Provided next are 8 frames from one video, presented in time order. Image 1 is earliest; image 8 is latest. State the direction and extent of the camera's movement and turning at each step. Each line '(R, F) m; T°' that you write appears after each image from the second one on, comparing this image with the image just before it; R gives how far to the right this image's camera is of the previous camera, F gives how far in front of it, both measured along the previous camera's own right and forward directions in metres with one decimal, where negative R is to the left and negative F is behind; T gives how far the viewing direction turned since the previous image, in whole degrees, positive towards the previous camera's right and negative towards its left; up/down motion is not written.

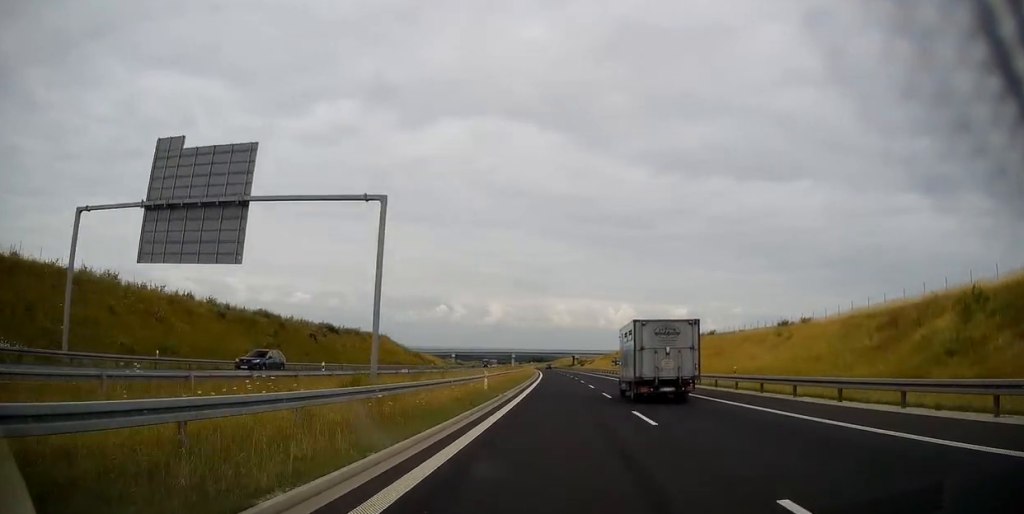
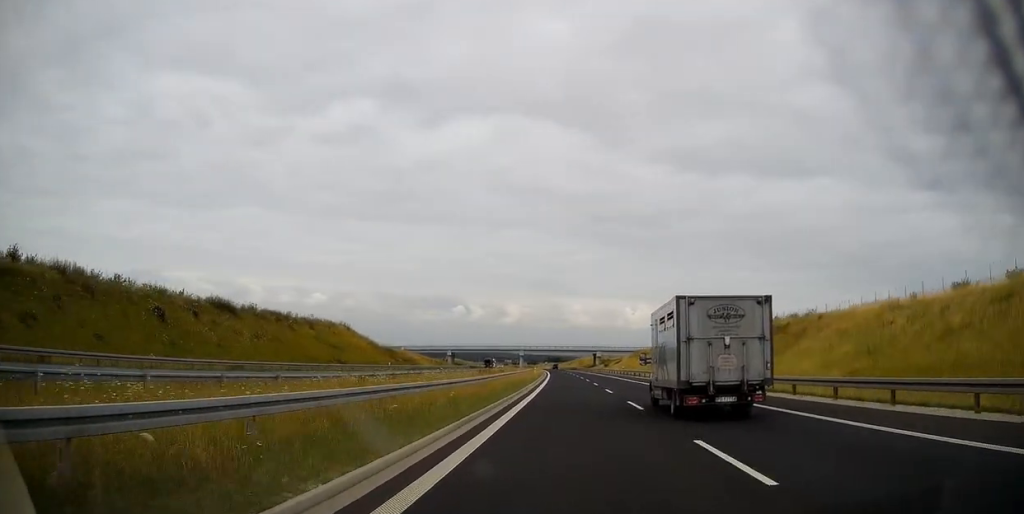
(-0.4, +42.8) m; -1°
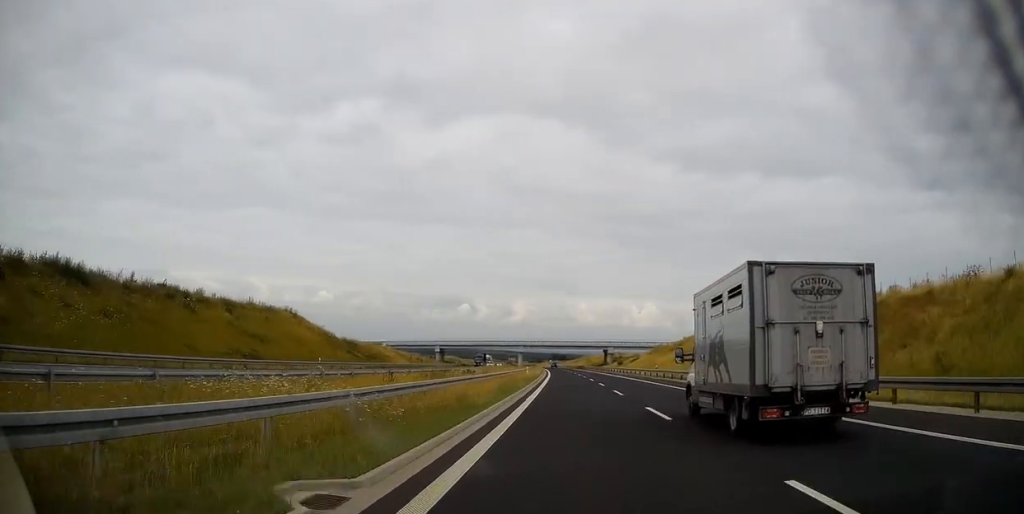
(-0.3, +27.8) m; 0°
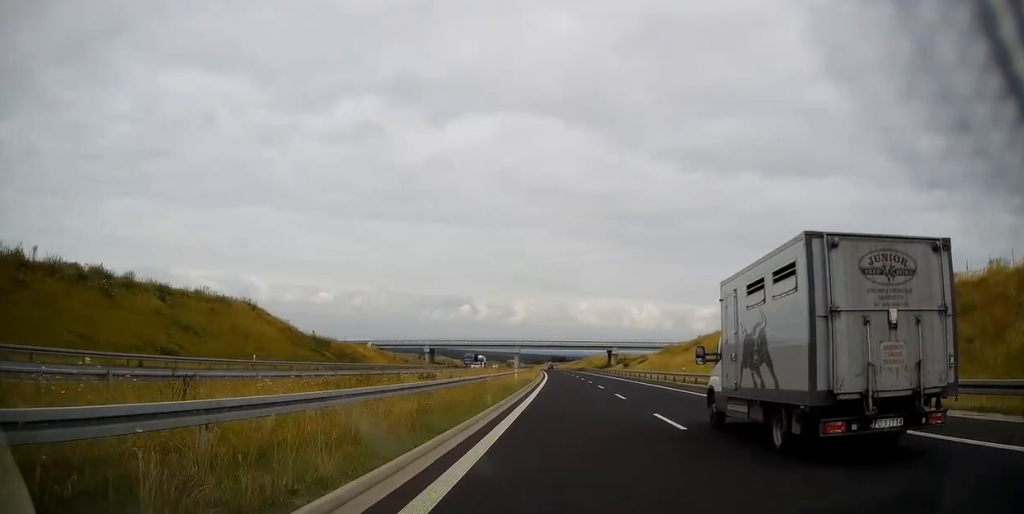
(0.0, +13.9) m; 0°
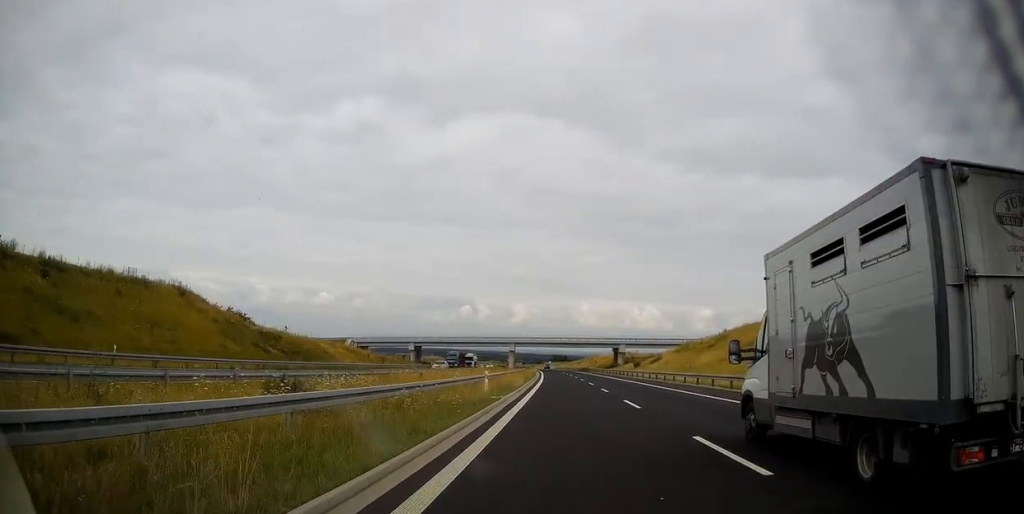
(+0.1, +17.3) m; 0°
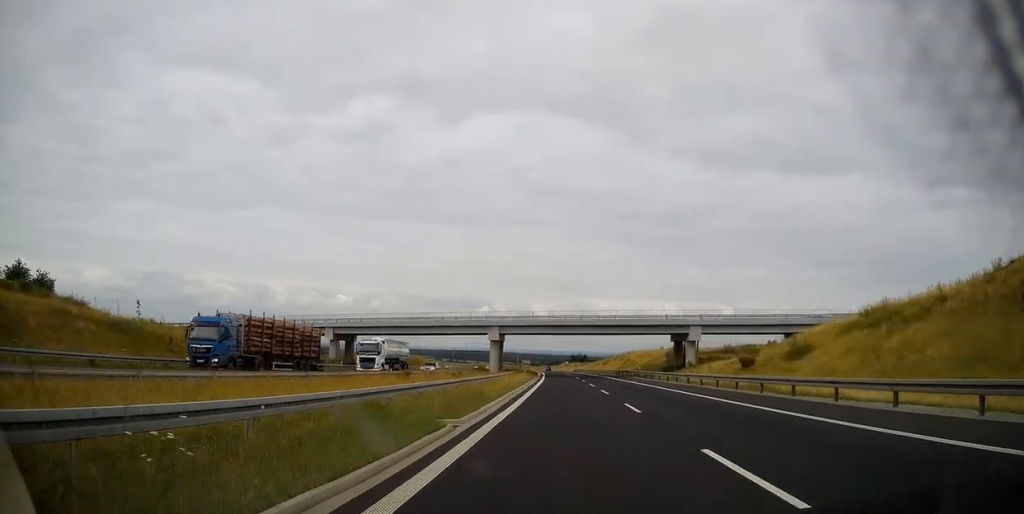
(-0.8, +60.0) m; -1°
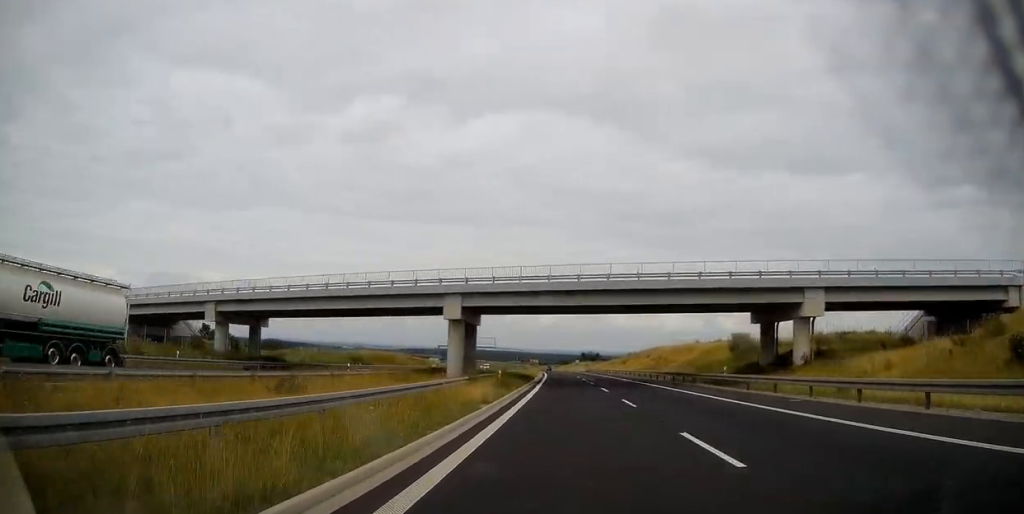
(-0.3, +33.3) m; -1°
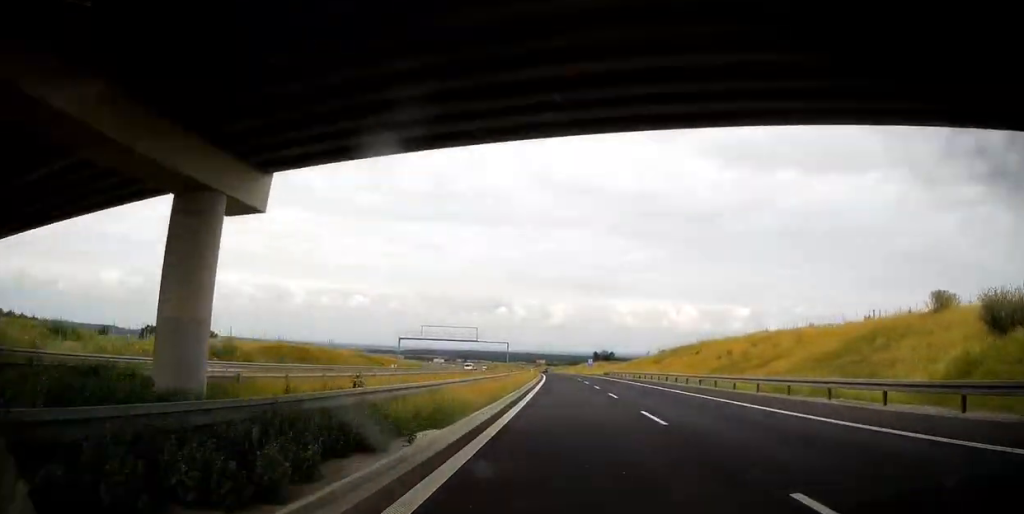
(-0.5, +41.3) m; -1°
